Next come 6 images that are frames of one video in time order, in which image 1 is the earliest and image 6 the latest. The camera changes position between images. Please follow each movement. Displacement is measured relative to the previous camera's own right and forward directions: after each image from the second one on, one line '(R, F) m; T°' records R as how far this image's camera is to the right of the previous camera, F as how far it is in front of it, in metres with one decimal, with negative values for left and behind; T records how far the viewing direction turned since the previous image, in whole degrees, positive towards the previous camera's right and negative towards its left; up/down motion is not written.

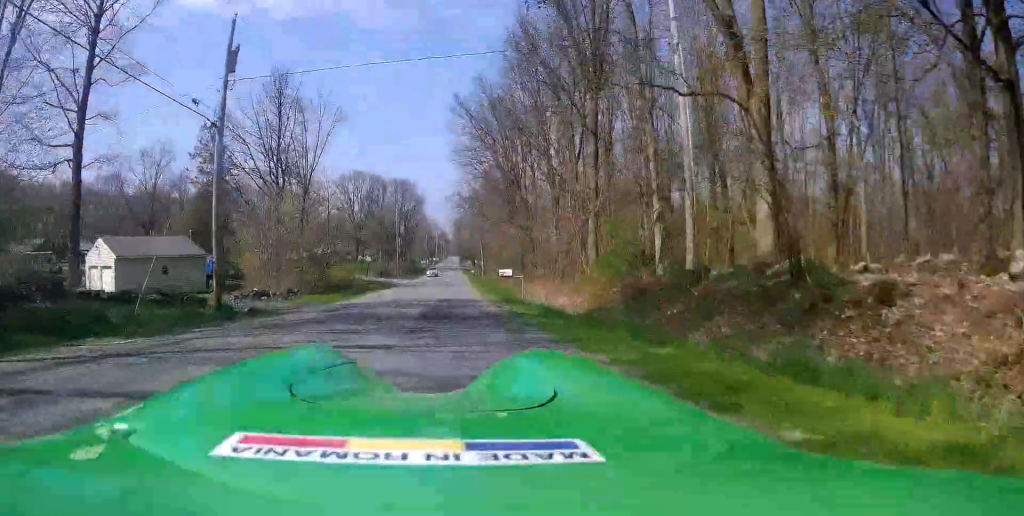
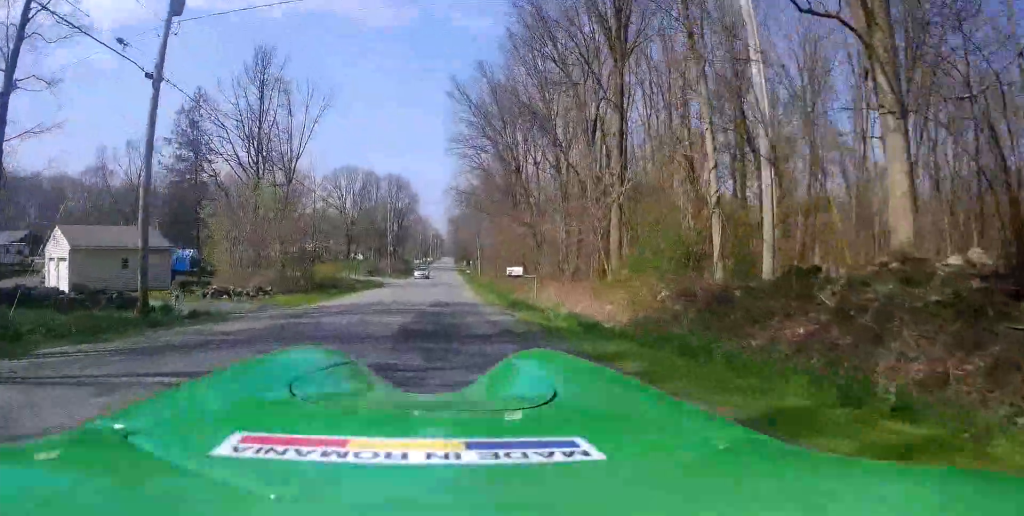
(0.0, +4.7) m; 0°
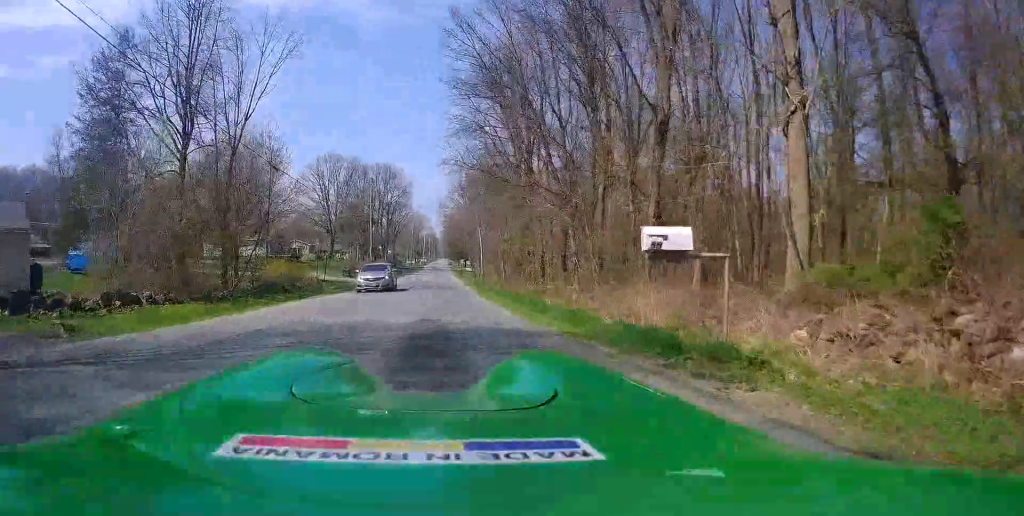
(+0.1, +15.0) m; +3°
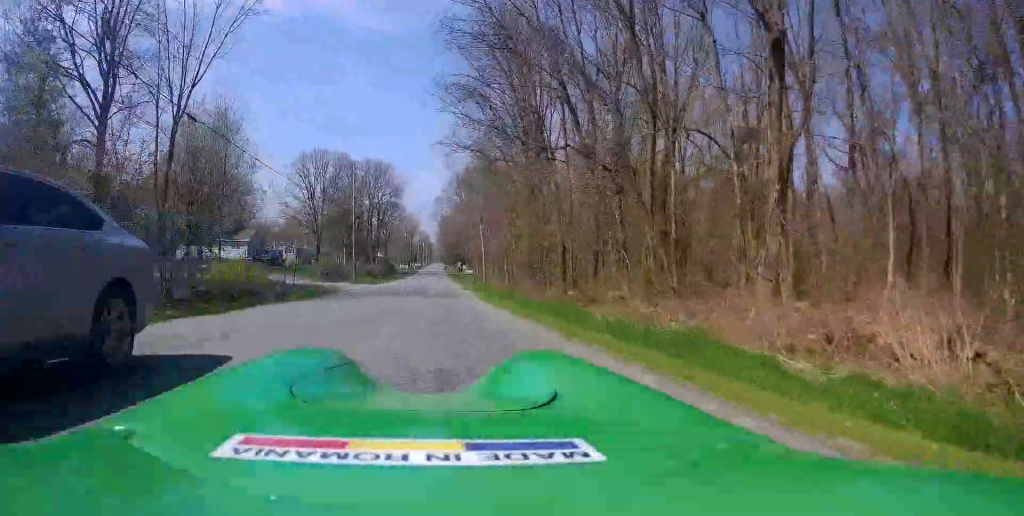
(+0.5, +10.3) m; 0°
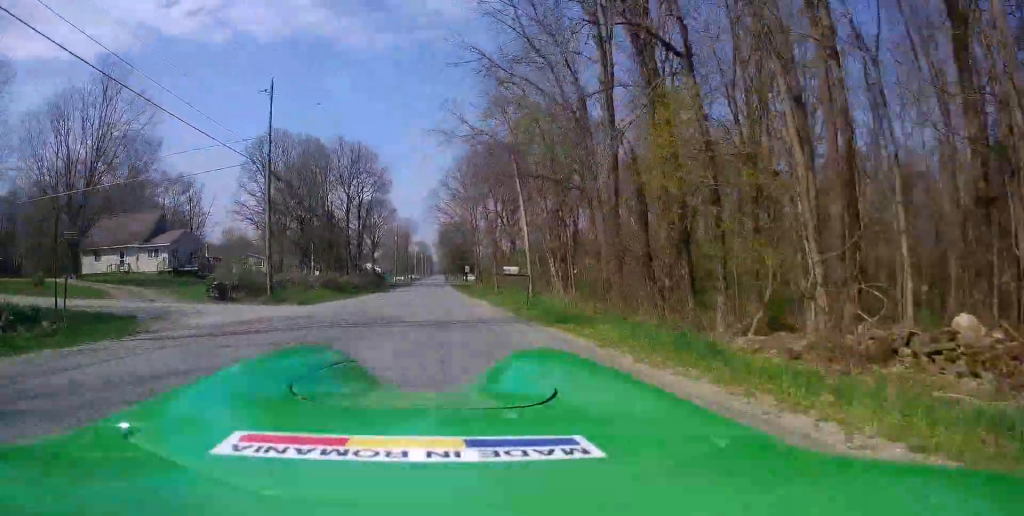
(-1.4, +27.1) m; -2°
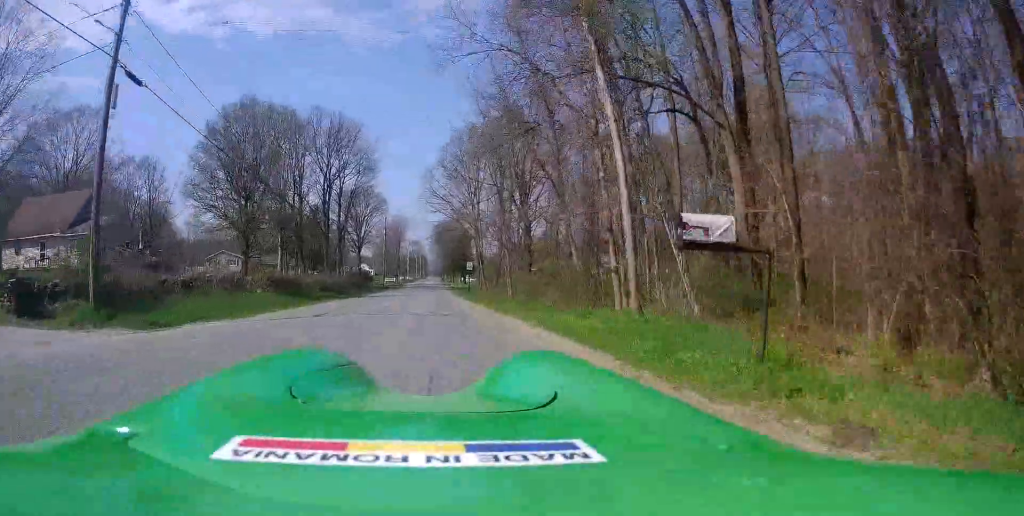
(+0.1, +12.9) m; -1°
